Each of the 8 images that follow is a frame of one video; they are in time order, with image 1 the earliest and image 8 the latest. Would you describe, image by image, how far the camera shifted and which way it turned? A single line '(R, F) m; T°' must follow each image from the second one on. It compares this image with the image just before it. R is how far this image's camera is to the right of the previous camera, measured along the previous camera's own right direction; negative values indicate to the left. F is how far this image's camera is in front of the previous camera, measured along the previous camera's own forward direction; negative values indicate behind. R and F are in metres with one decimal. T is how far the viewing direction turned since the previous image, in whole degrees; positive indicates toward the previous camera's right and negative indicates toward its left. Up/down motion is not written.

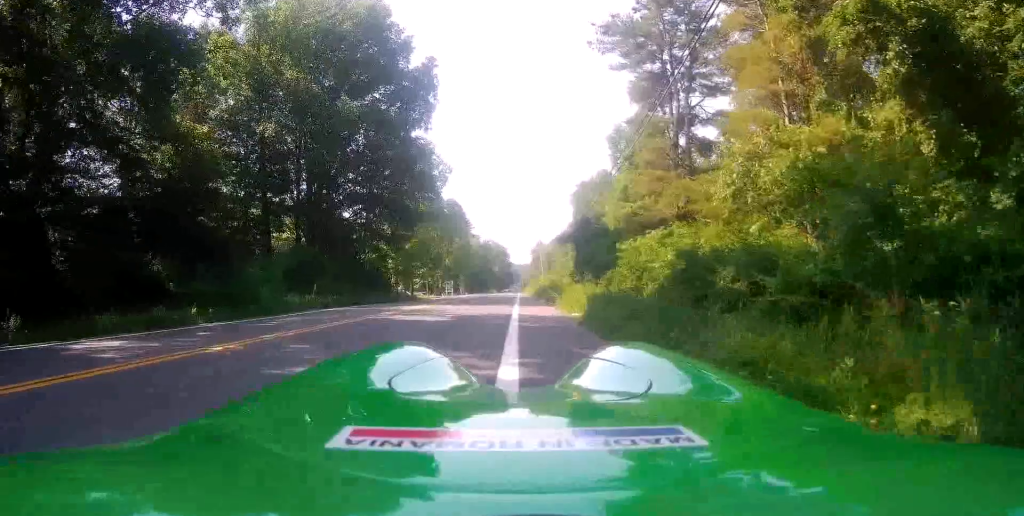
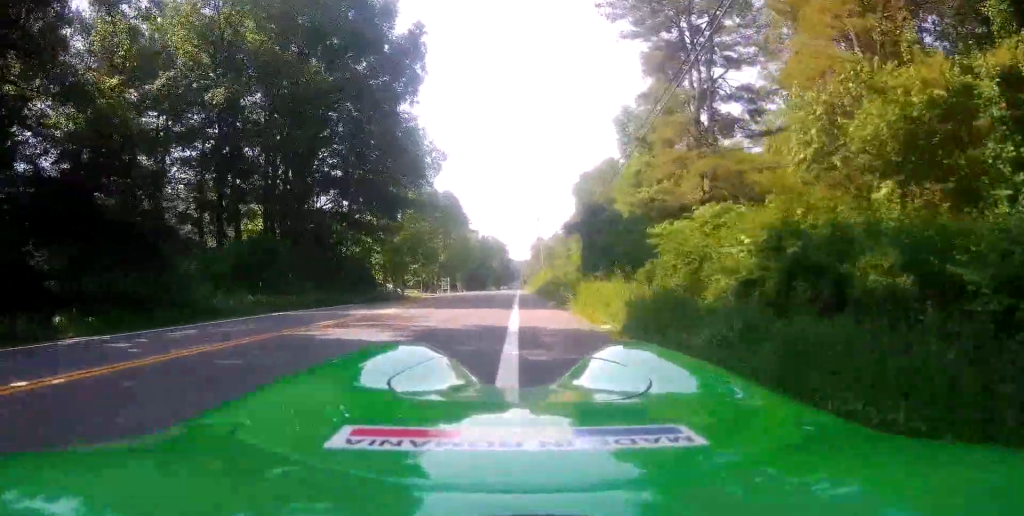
(+0.1, +4.8) m; +1°
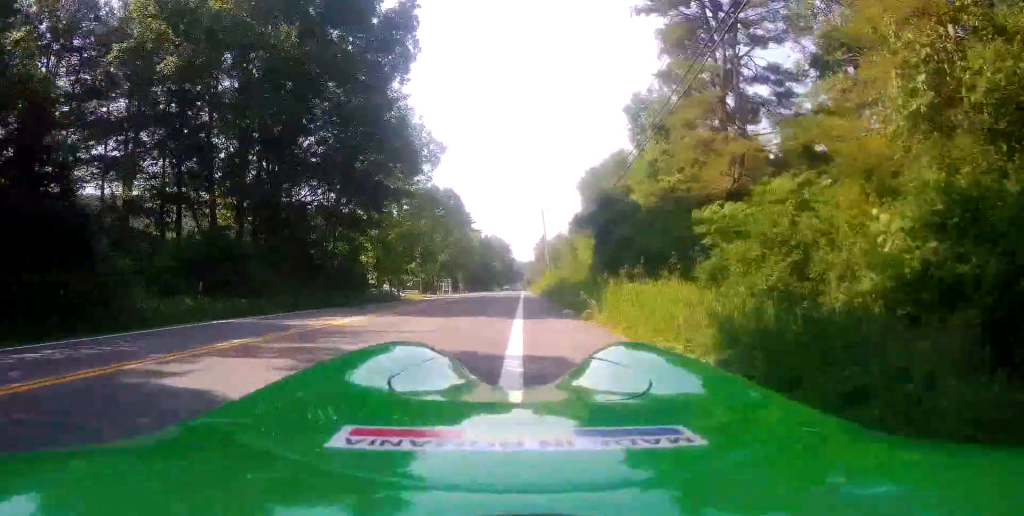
(0.0, +3.8) m; +1°
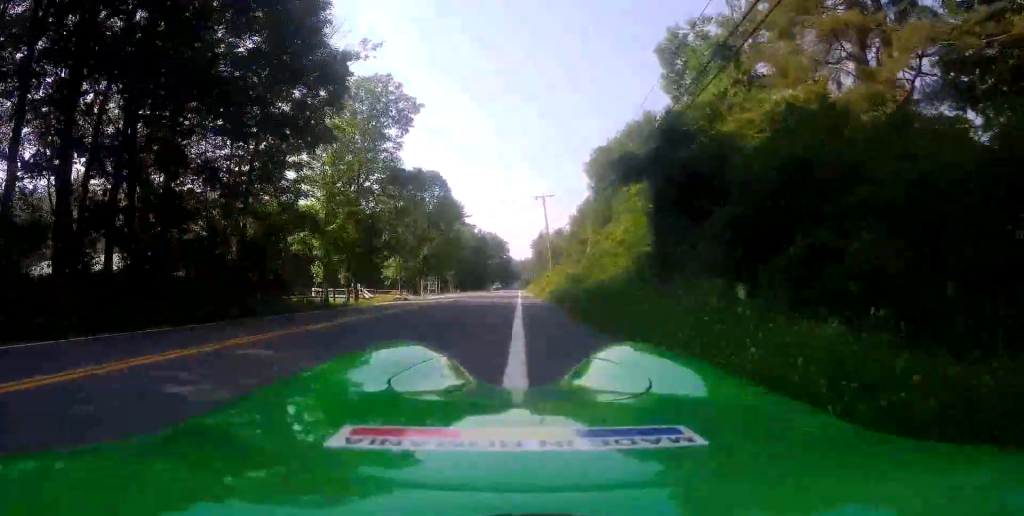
(0.0, +13.4) m; +1°
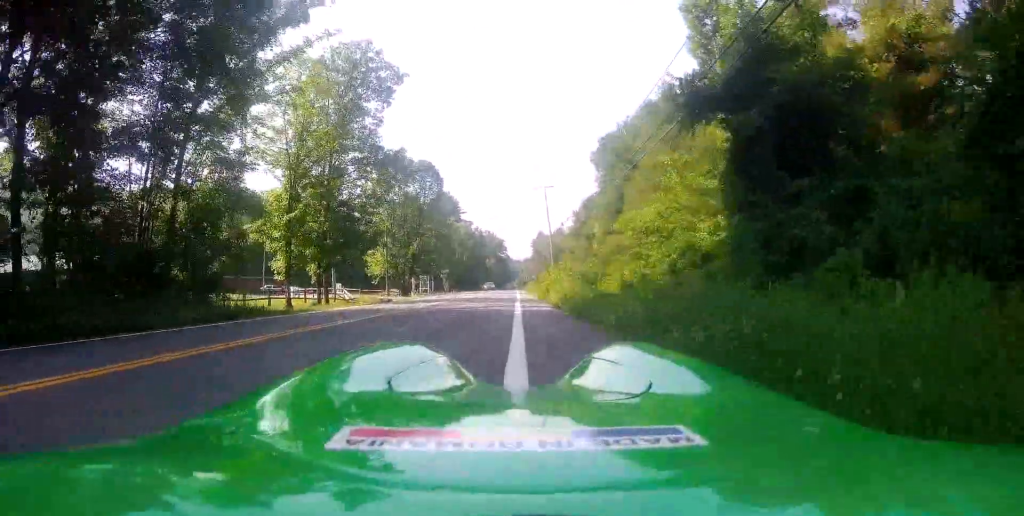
(0.0, +5.8) m; +1°
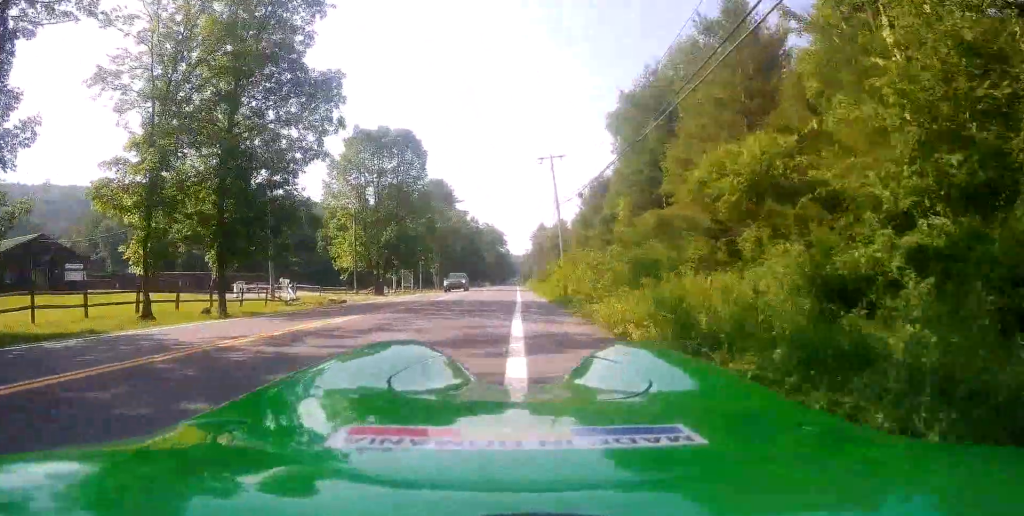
(0.0, +13.0) m; -2°
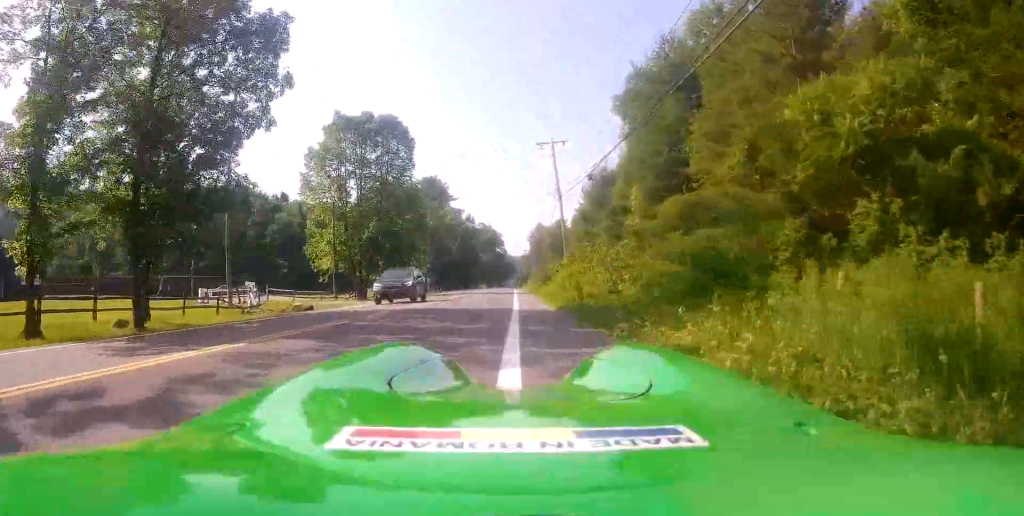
(-0.1, +5.6) m; 0°
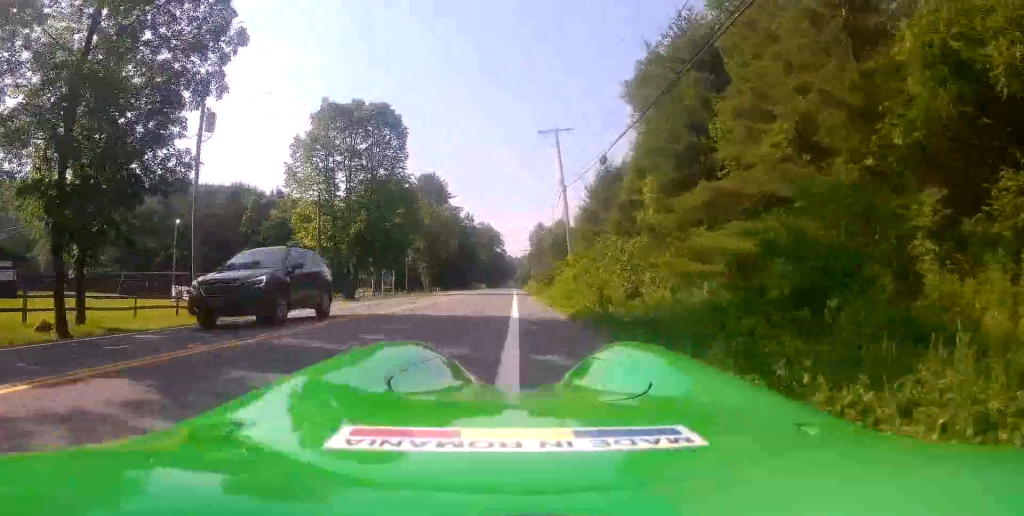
(0.0, +3.5) m; 0°
